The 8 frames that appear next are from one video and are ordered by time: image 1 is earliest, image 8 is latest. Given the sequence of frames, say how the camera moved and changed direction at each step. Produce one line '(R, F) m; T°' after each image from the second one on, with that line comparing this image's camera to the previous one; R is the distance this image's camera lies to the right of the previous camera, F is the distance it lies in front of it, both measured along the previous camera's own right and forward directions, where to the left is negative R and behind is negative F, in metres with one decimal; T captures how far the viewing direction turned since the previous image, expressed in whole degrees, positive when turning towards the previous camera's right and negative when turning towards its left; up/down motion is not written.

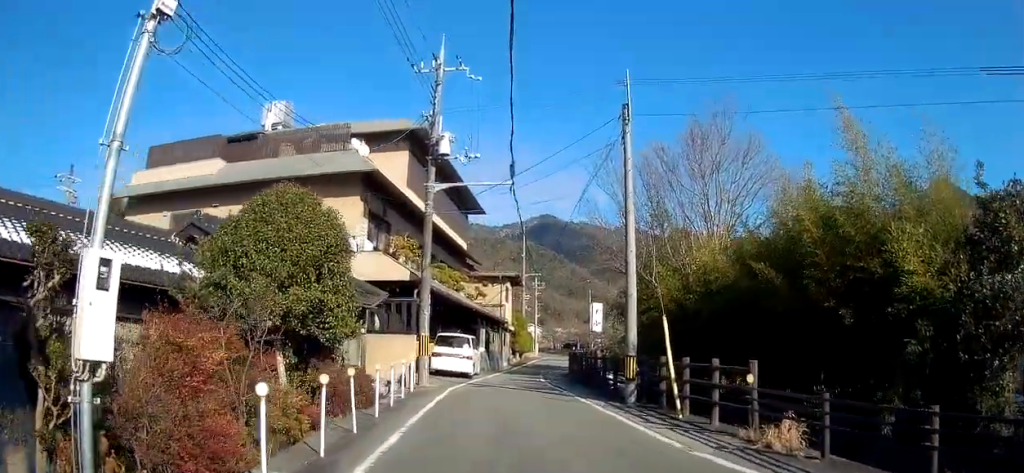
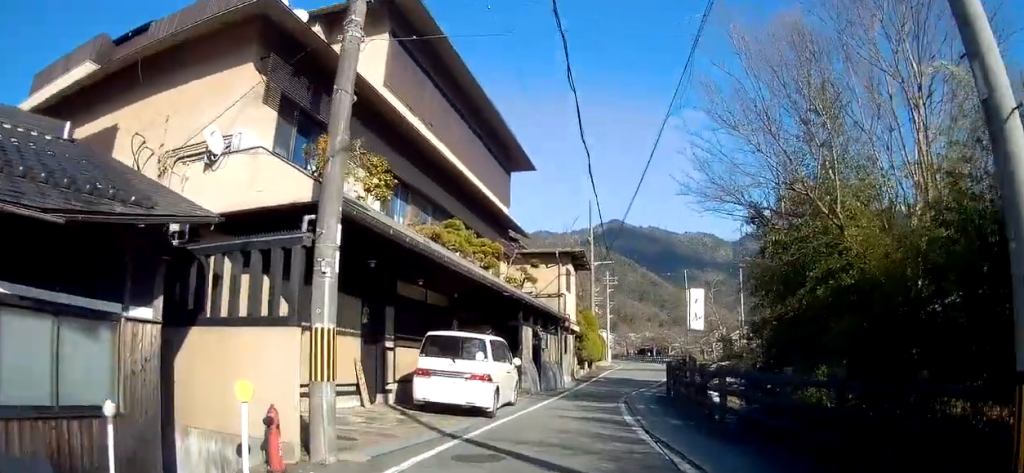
(-0.5, +12.5) m; 0°
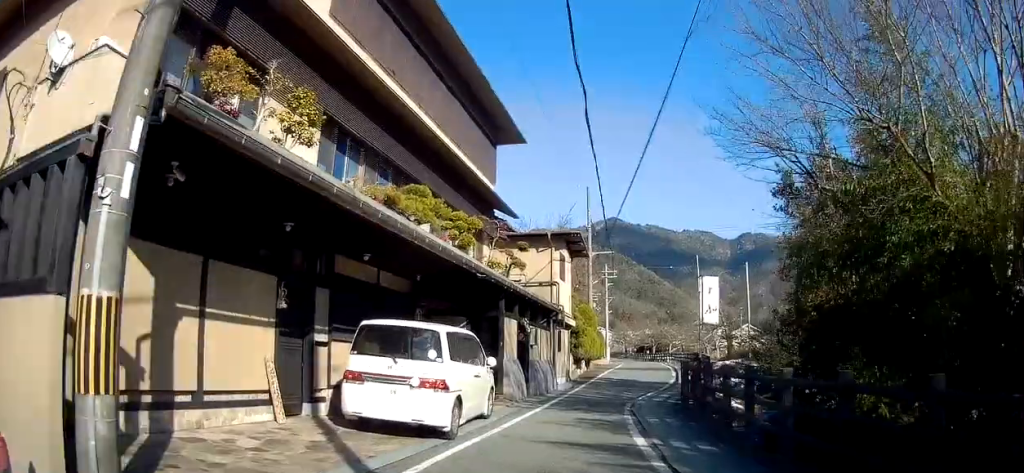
(-0.1, +3.9) m; -1°
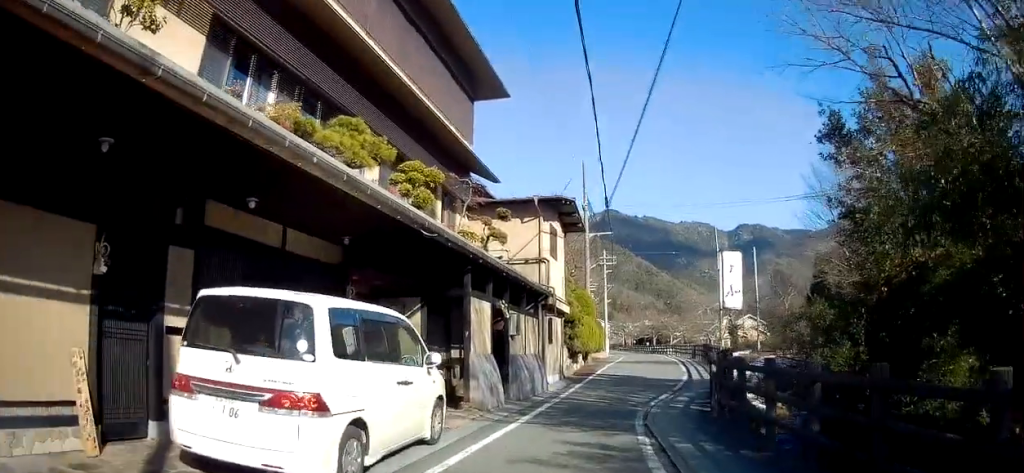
(0.0, +4.4) m; 0°
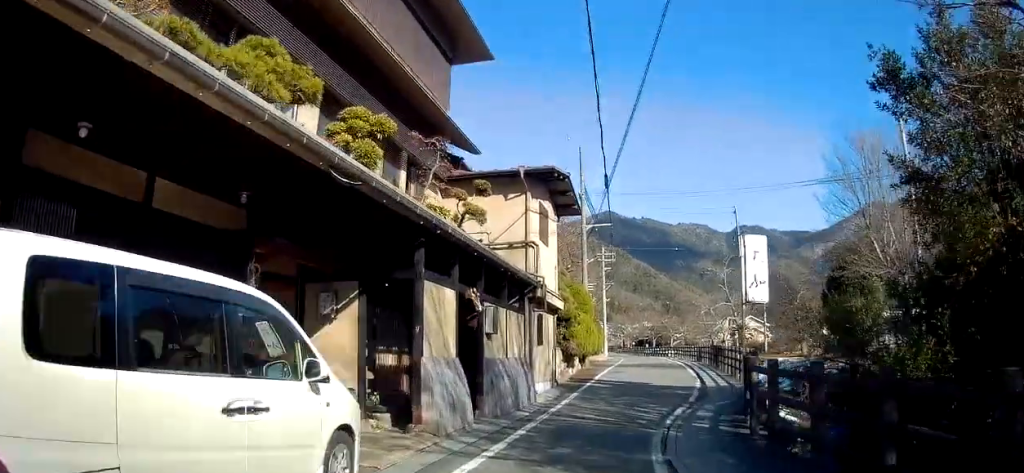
(-0.1, +3.3) m; +1°
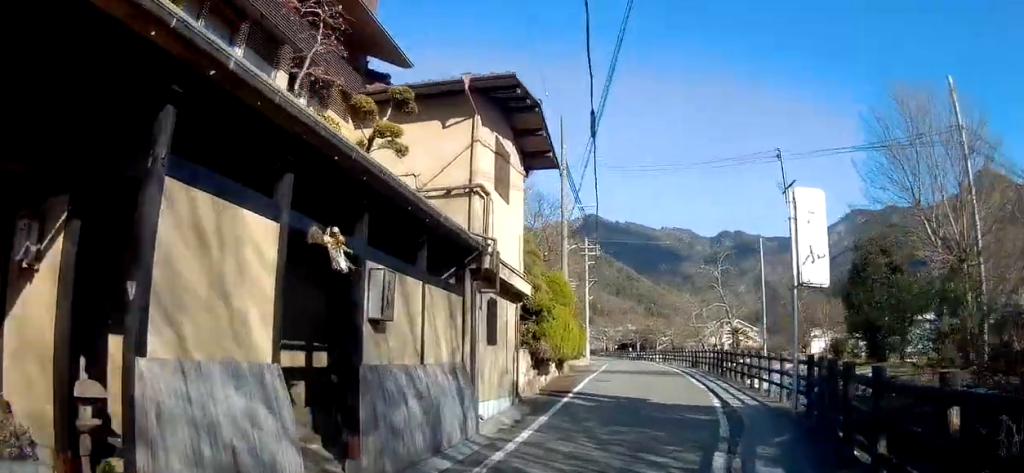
(+0.2, +5.8) m; +4°
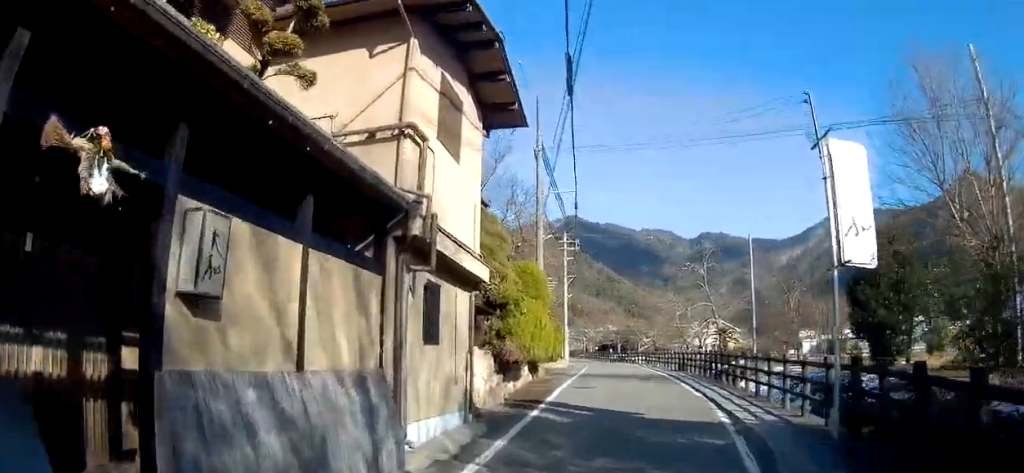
(0.0, +2.9) m; +2°
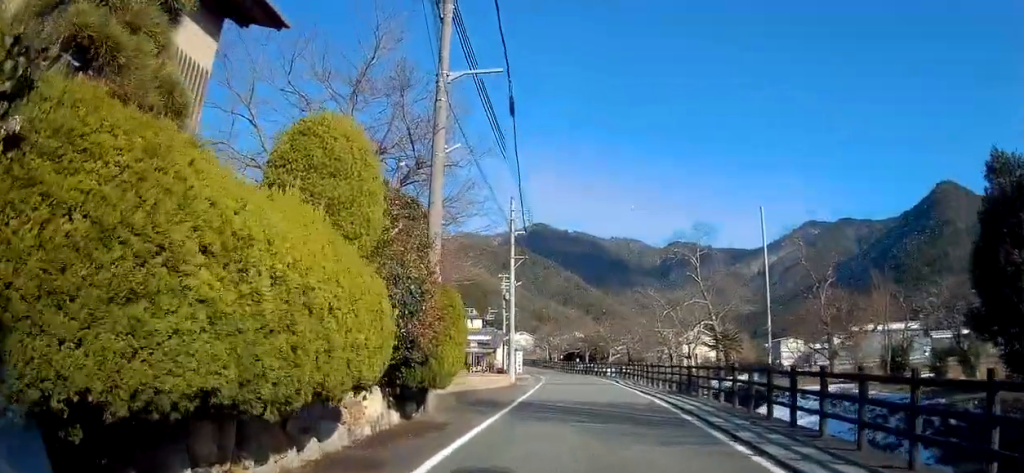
(+0.2, +12.8) m; 0°
